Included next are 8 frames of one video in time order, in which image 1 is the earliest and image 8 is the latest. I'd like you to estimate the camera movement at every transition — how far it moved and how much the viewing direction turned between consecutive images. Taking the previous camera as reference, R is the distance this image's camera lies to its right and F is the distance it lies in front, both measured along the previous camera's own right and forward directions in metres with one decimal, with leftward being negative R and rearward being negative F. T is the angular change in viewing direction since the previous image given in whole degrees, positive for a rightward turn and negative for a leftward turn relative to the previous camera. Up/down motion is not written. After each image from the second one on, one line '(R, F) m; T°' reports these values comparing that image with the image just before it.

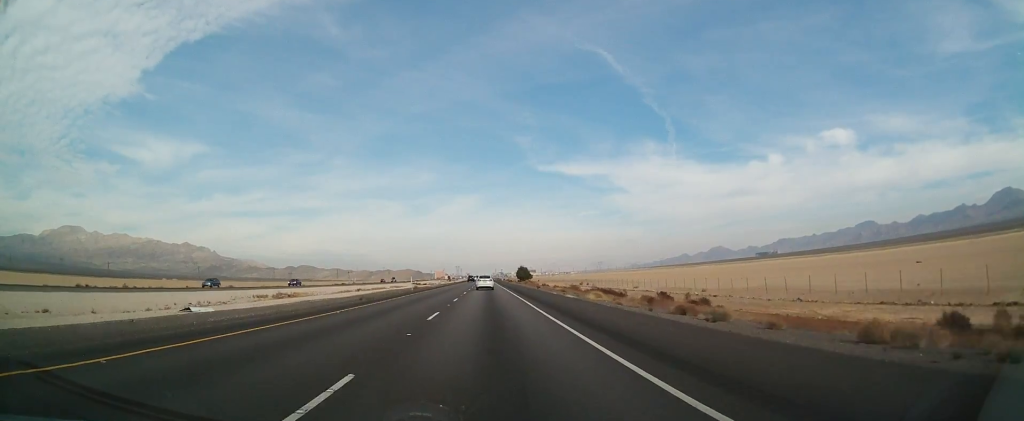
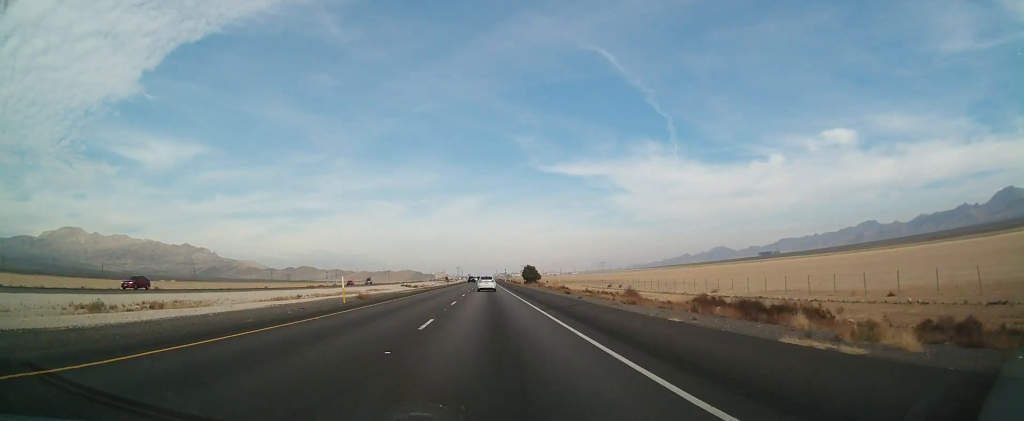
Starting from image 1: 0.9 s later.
(+0.1, +32.4) m; 0°
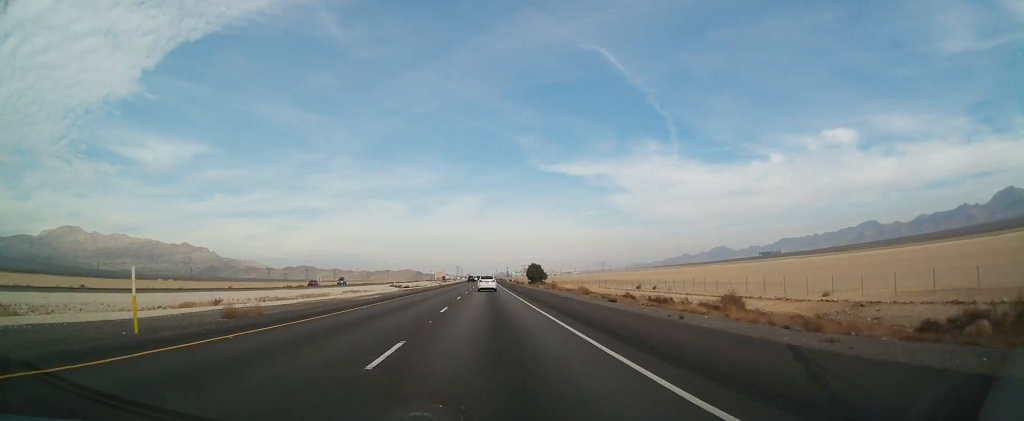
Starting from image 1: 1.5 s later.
(0.0, +21.6) m; 0°
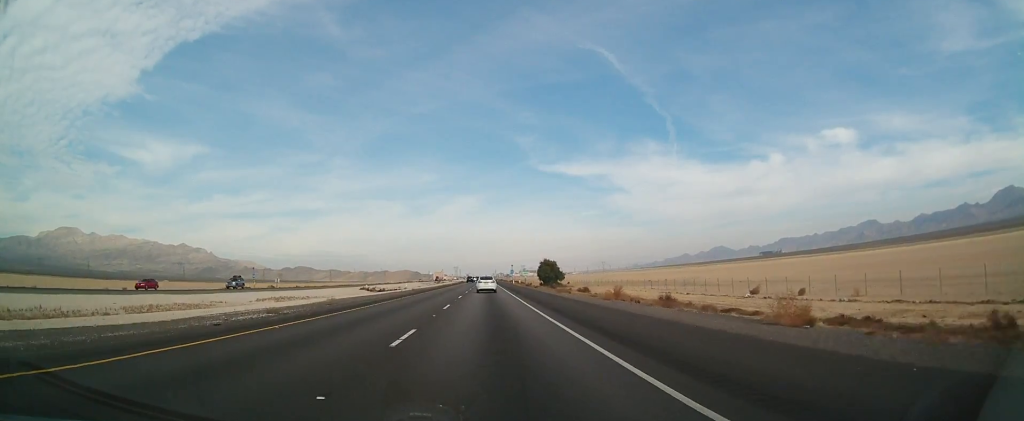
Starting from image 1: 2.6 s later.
(-0.1, +40.8) m; 0°
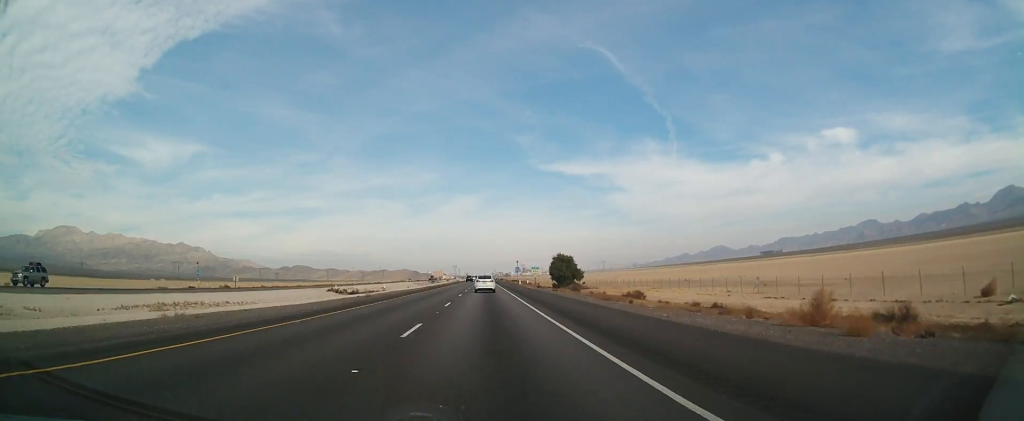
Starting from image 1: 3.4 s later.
(0.0, +27.5) m; 0°
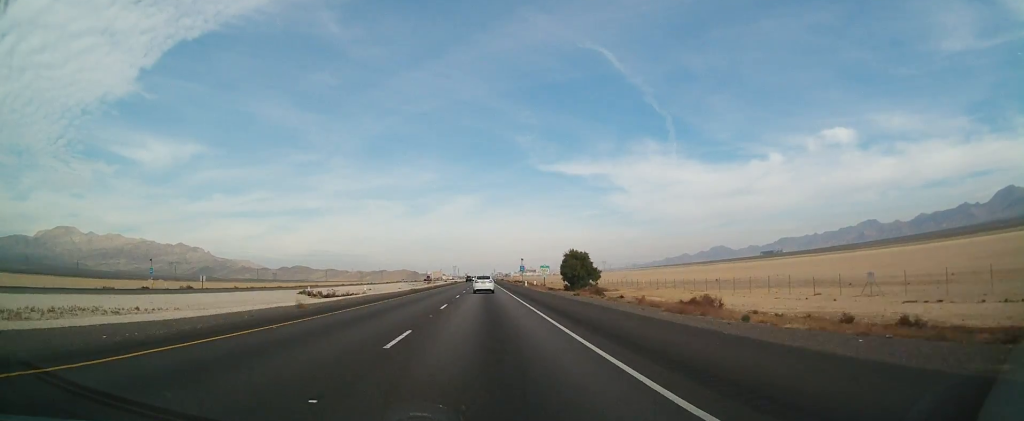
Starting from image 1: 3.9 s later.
(+0.1, +16.7) m; 0°
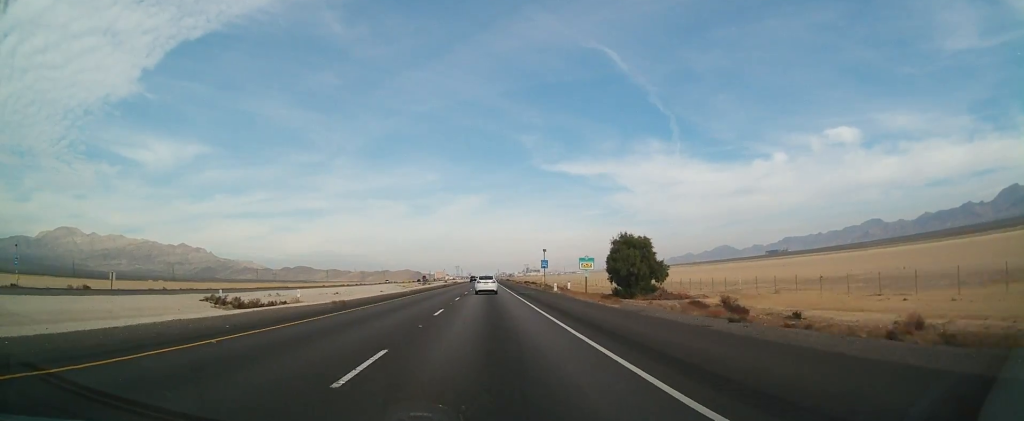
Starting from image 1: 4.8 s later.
(0.0, +33.4) m; 0°
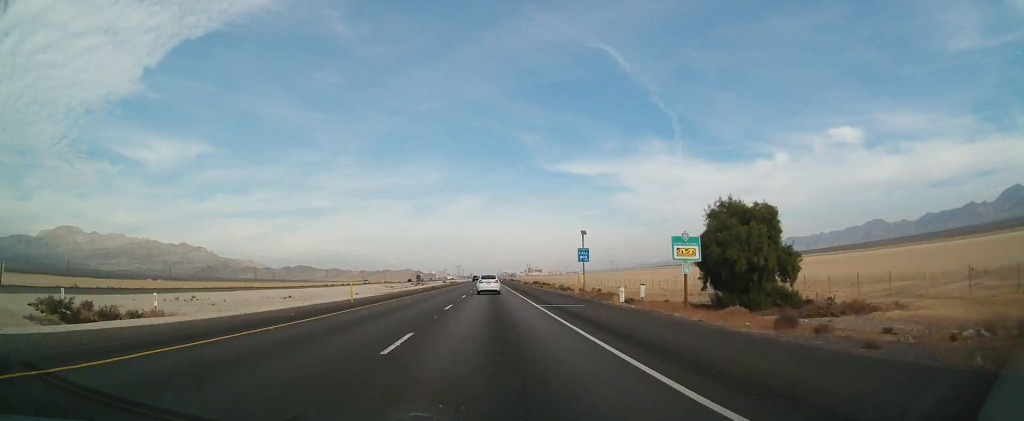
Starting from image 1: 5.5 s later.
(-0.1, +26.2) m; 0°
